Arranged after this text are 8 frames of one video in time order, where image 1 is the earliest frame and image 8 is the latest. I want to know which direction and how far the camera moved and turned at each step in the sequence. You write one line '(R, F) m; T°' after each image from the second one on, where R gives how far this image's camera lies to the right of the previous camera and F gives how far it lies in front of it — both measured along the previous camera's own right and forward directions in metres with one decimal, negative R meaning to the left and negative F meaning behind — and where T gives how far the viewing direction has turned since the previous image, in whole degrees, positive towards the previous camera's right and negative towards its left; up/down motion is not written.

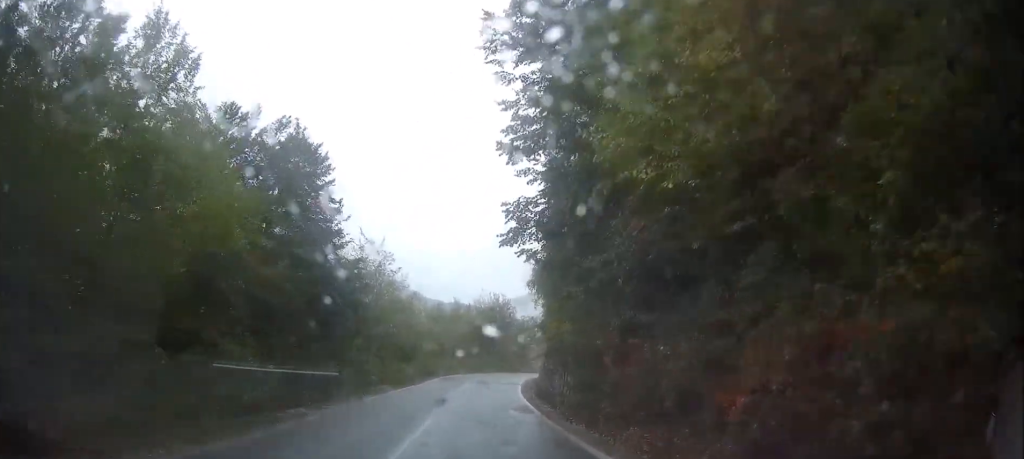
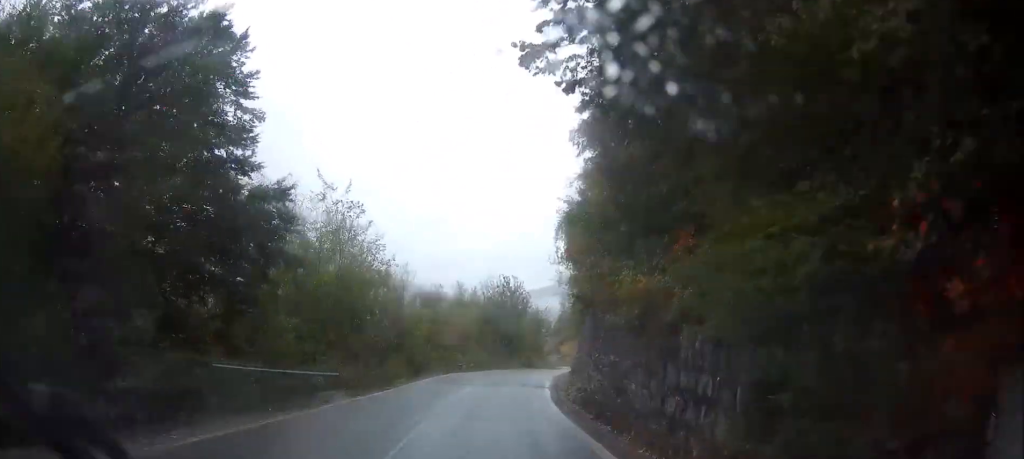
(-0.3, +12.8) m; -1°
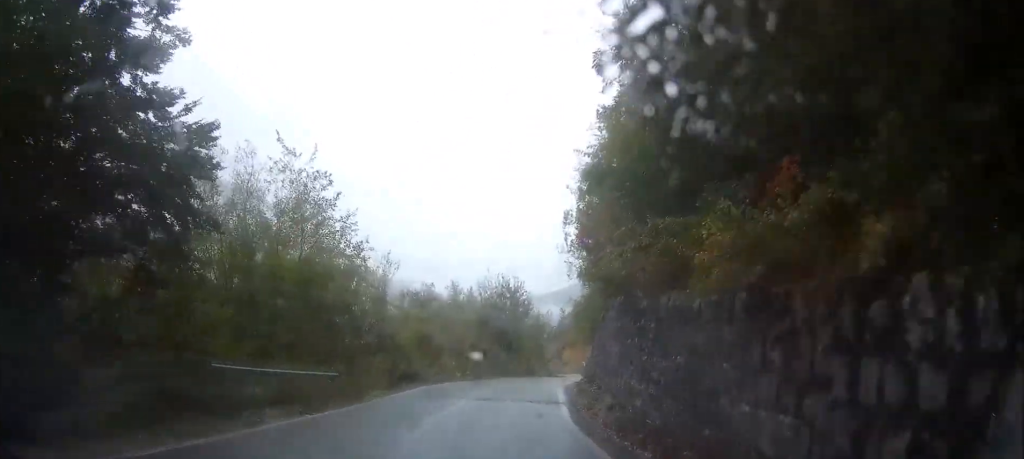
(+0.1, +5.8) m; +1°
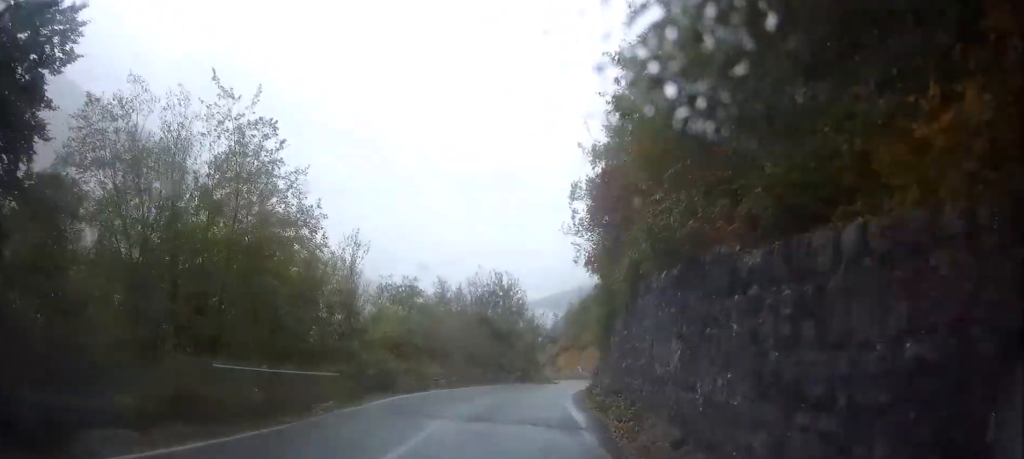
(0.0, +5.8) m; +1°
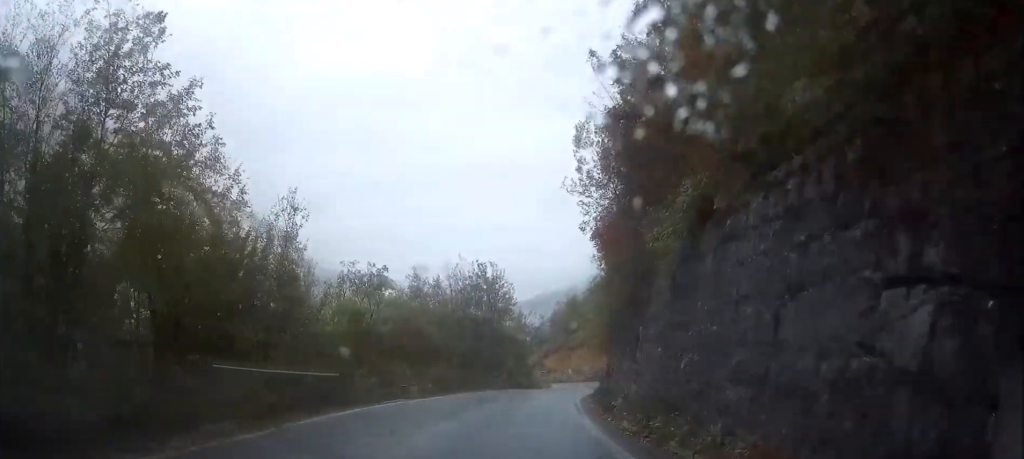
(+0.1, +6.4) m; +2°
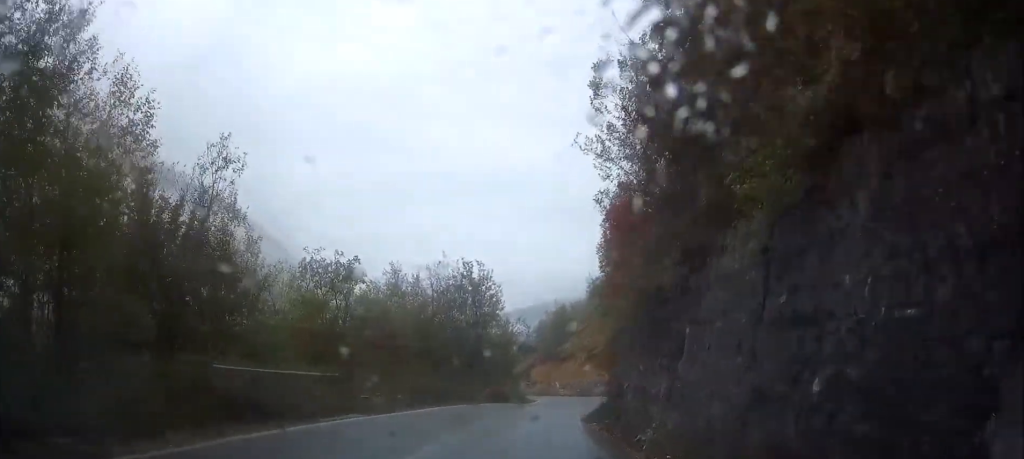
(+0.1, +5.0) m; +2°
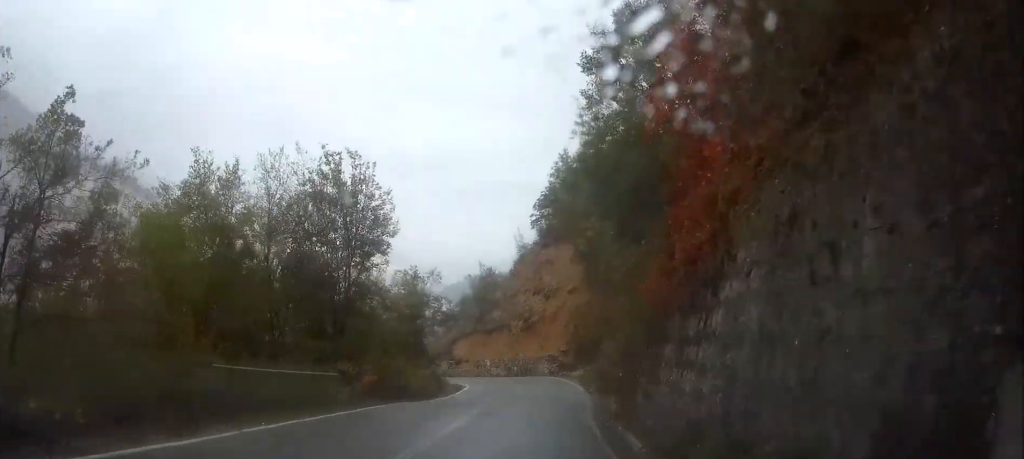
(+1.5, +20.4) m; +8°
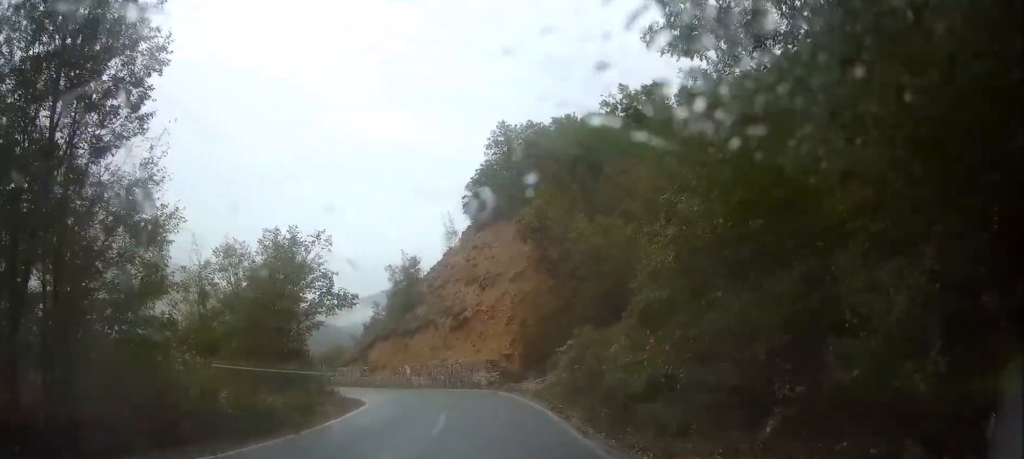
(+0.5, +15.9) m; +2°
